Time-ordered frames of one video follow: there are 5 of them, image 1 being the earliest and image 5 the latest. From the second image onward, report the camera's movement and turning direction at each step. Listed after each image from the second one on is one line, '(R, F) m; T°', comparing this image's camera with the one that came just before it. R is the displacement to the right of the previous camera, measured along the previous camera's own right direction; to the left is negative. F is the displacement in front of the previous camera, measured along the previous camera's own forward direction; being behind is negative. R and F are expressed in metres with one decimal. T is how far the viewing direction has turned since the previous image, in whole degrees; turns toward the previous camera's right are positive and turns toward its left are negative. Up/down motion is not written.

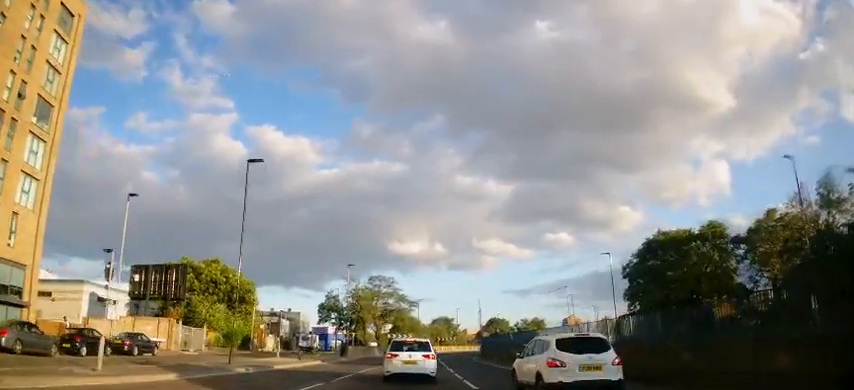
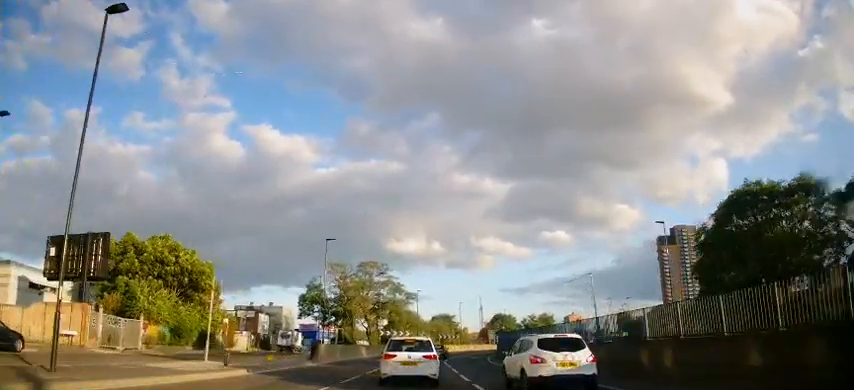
(0.0, +13.2) m; 0°
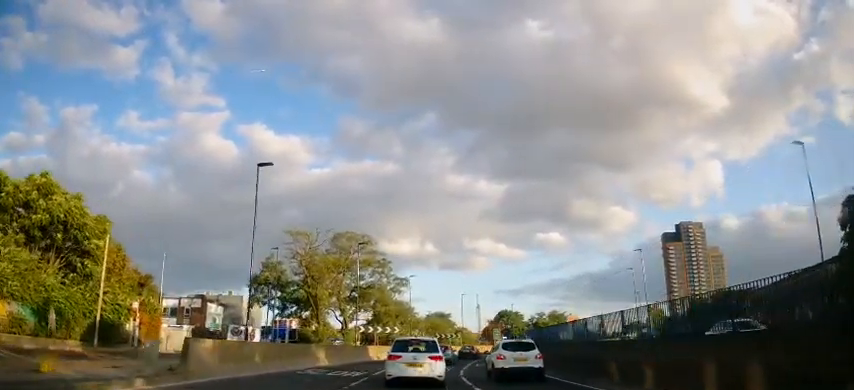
(-0.1, +19.1) m; -1°
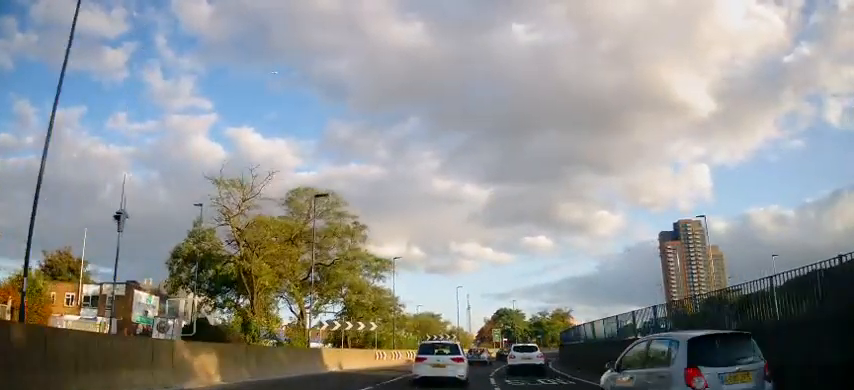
(0.0, +15.5) m; +2°
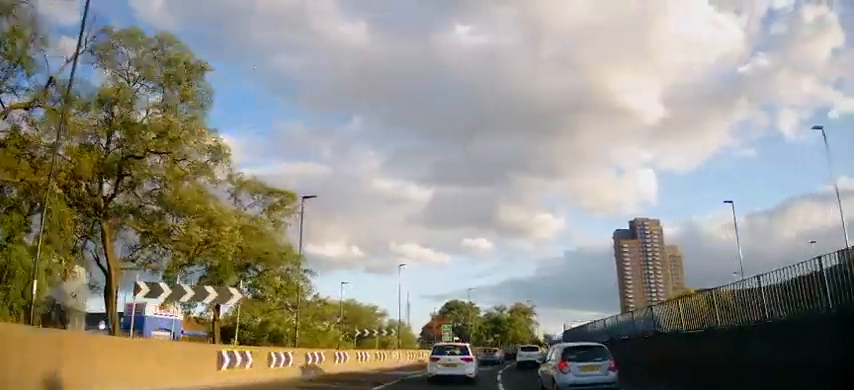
(+1.2, +19.8) m; +7°
